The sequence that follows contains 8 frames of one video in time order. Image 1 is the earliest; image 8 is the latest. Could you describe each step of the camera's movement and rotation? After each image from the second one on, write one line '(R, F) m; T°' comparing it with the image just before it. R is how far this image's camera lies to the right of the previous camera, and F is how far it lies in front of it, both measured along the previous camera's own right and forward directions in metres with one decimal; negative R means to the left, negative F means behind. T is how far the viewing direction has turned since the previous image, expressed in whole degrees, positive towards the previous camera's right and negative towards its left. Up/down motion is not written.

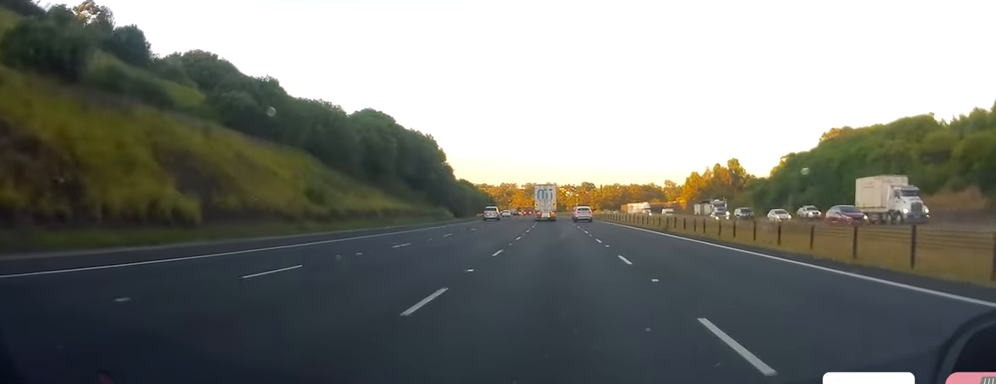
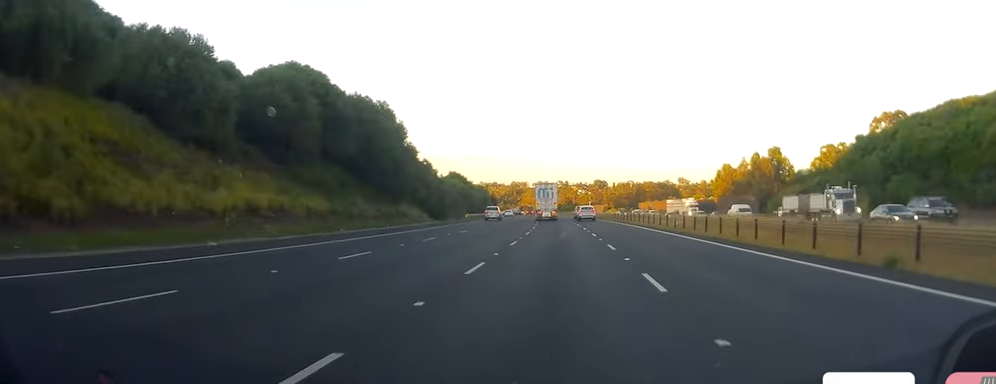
(-0.7, +29.2) m; -1°
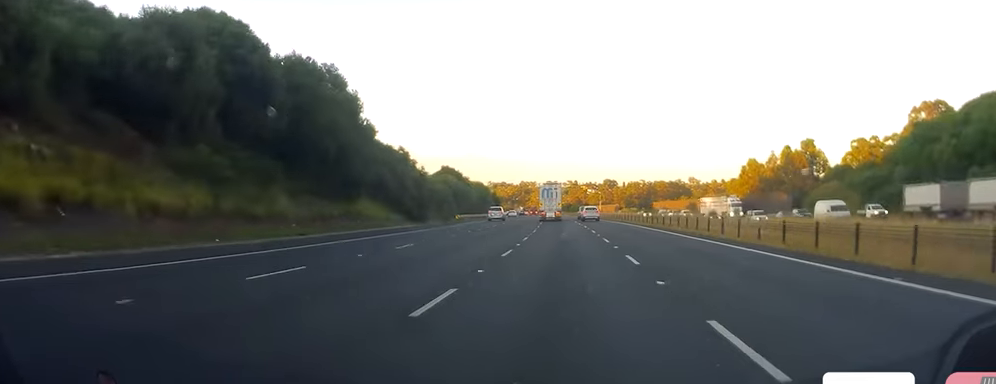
(+0.3, +17.5) m; 0°
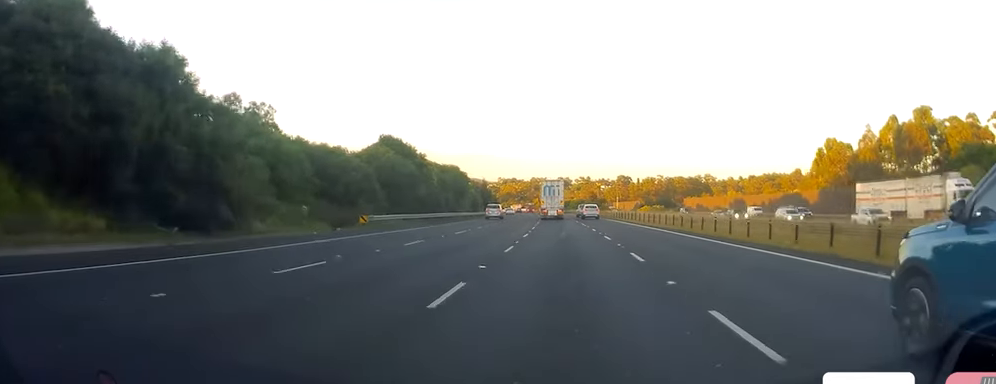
(-0.6, +45.8) m; -1°
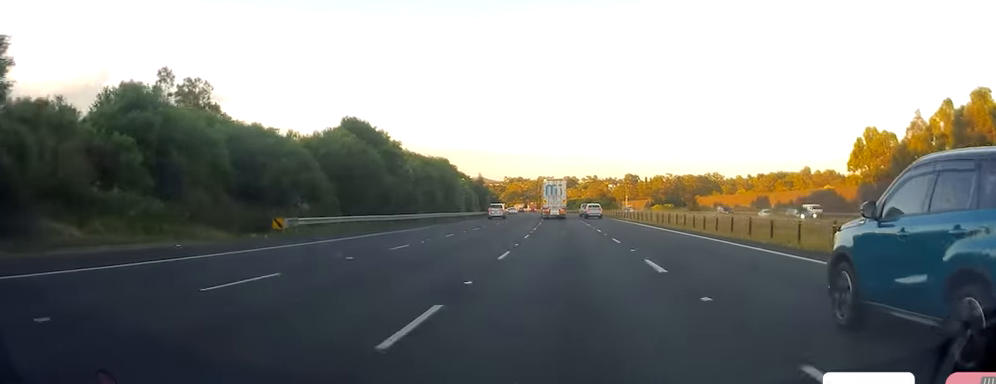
(+0.1, +14.7) m; 0°
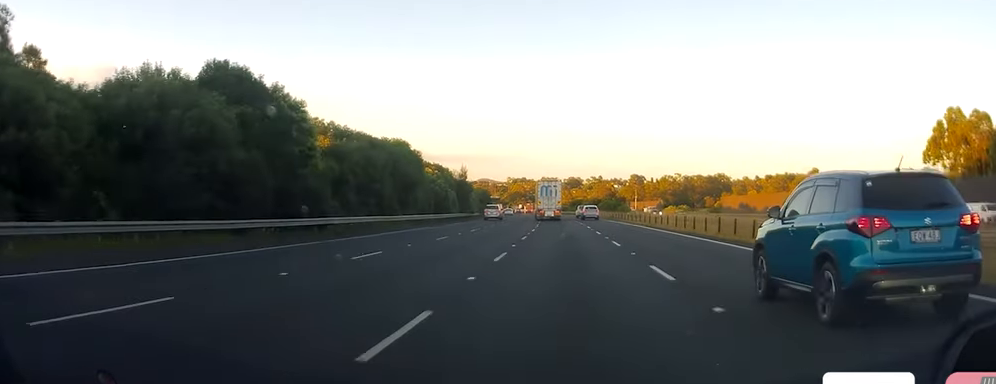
(-0.3, +24.6) m; -1°
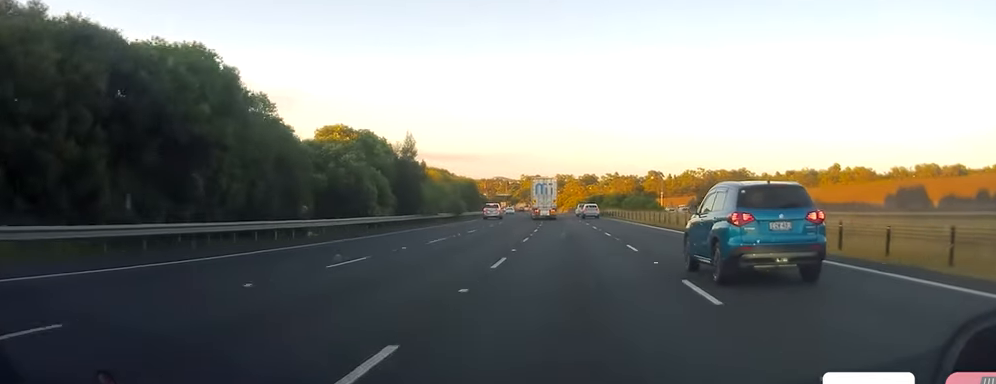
(-0.2, +38.4) m; -1°
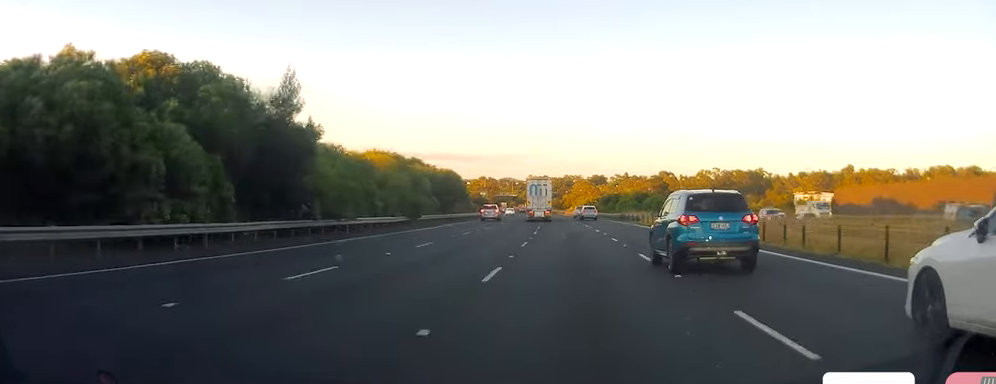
(-0.5, +26.6) m; -1°
